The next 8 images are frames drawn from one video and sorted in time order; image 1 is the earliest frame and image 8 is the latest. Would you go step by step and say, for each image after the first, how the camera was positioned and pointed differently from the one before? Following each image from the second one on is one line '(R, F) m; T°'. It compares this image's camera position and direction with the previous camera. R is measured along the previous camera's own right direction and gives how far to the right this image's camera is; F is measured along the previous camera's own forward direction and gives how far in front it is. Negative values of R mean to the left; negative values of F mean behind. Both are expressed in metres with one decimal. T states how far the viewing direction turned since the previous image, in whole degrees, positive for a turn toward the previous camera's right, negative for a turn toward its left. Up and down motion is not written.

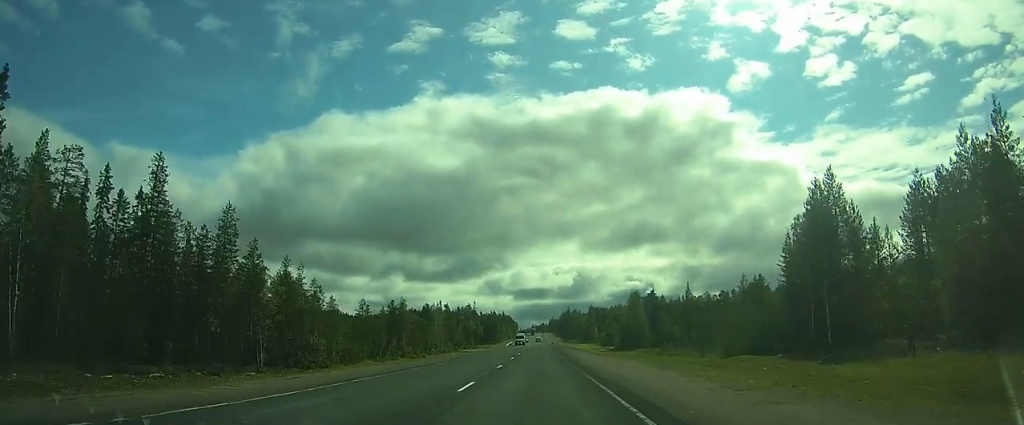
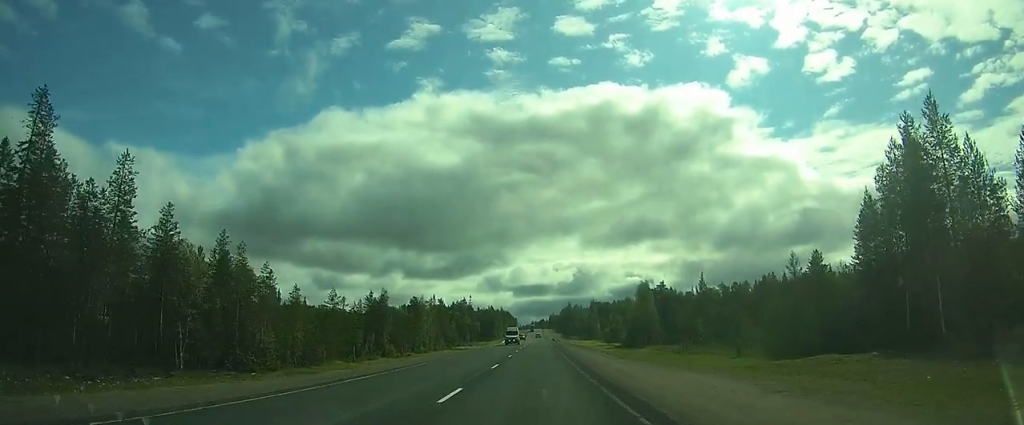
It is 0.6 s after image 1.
(+0.1, +13.8) m; 0°
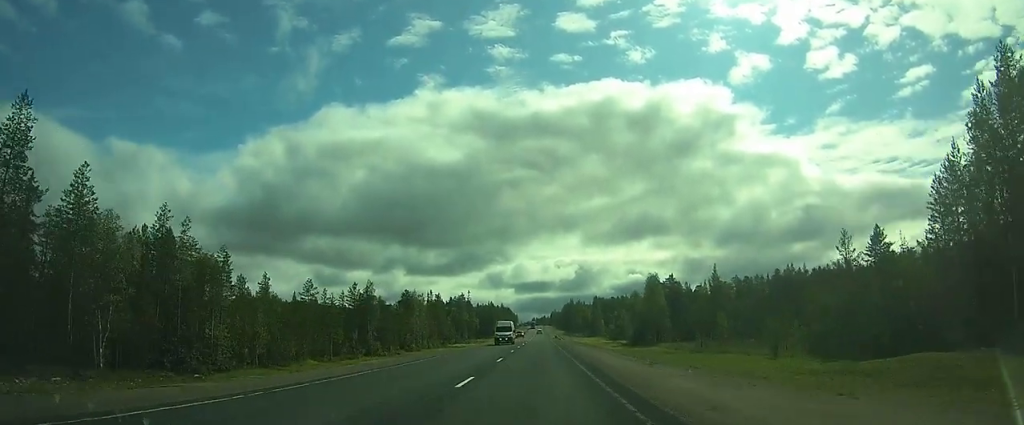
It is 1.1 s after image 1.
(0.0, +9.3) m; 0°
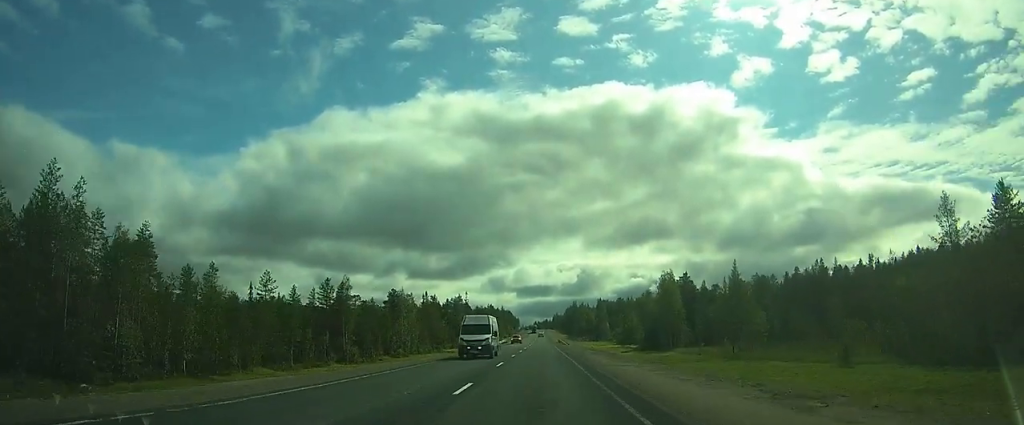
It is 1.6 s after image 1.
(-0.1, +12.2) m; 0°
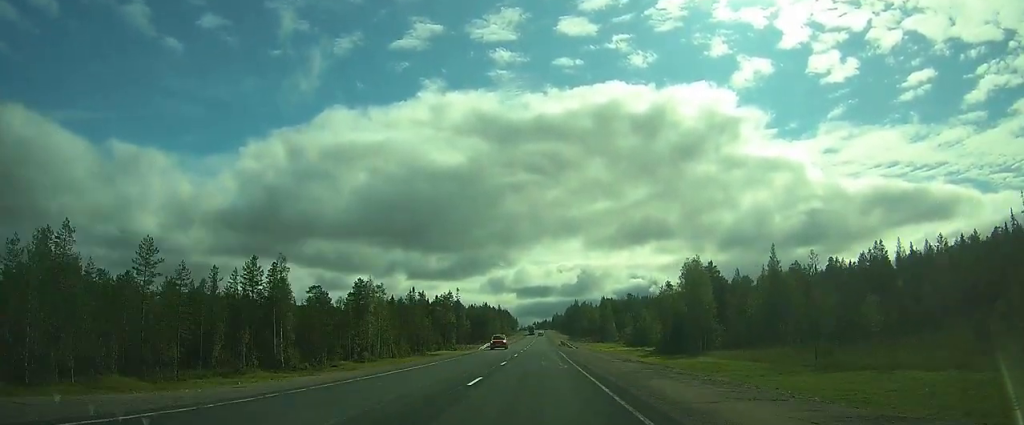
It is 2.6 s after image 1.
(+0.4, +19.9) m; 0°
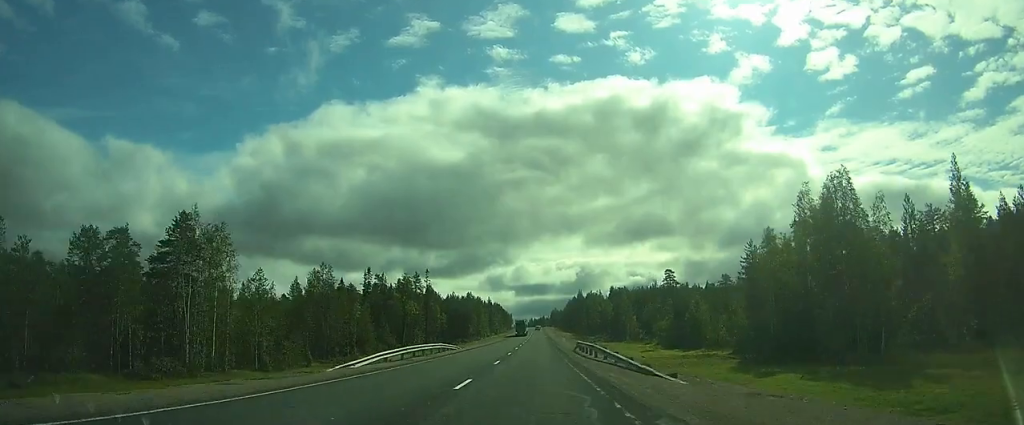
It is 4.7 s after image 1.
(-1.1, +47.2) m; -1°
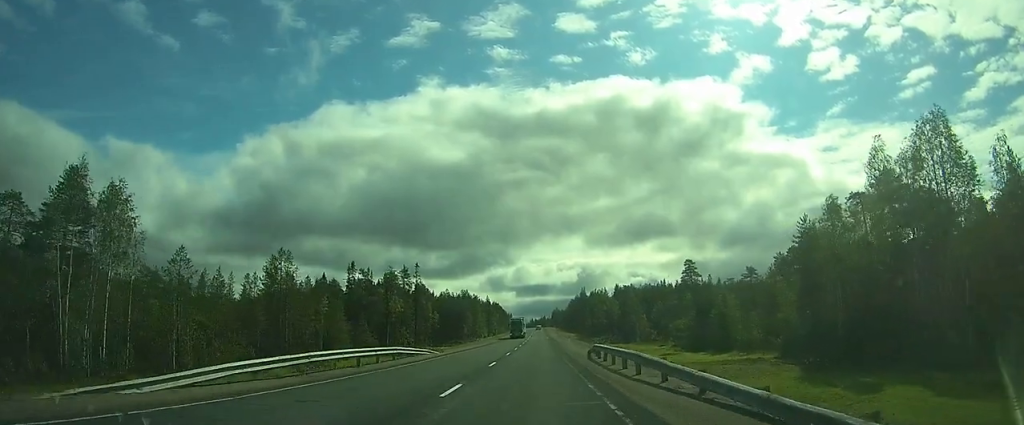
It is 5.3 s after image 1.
(0.0, +13.4) m; +1°
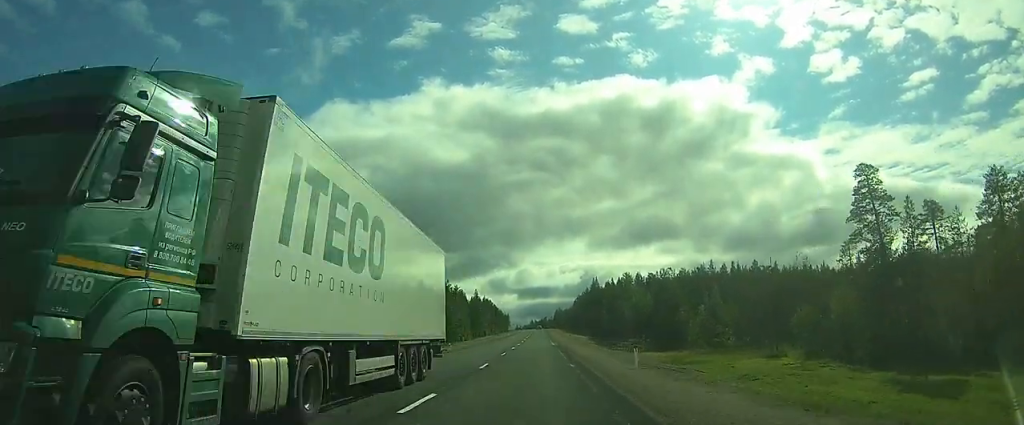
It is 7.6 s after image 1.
(-0.6, +50.2) m; -2°
